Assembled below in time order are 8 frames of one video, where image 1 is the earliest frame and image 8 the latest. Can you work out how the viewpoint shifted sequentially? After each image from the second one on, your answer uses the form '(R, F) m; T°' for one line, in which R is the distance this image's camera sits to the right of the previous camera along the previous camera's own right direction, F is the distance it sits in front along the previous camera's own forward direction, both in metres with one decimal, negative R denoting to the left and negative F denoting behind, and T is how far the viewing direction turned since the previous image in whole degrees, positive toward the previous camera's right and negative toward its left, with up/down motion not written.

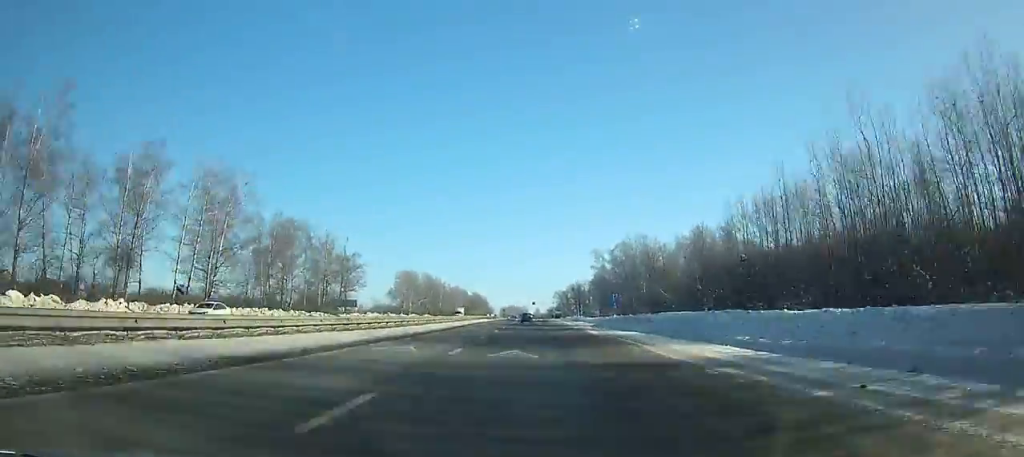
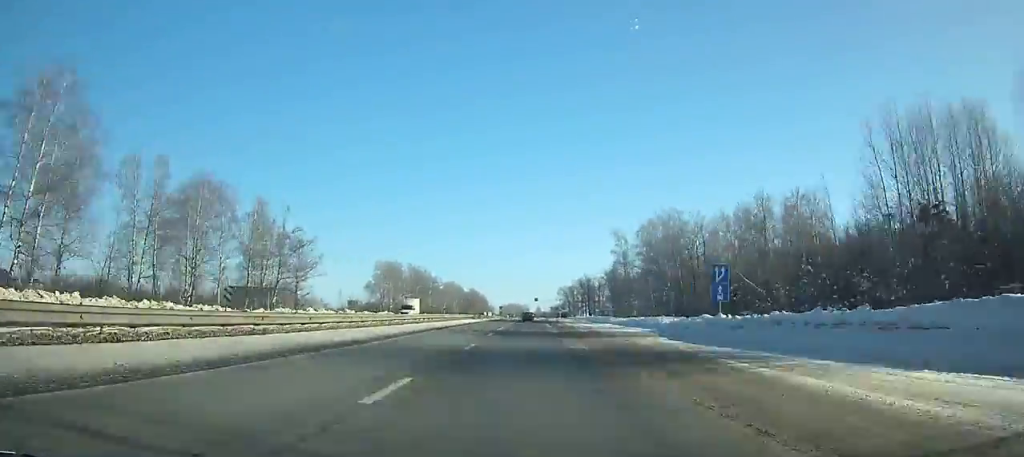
(-0.1, +33.8) m; 0°
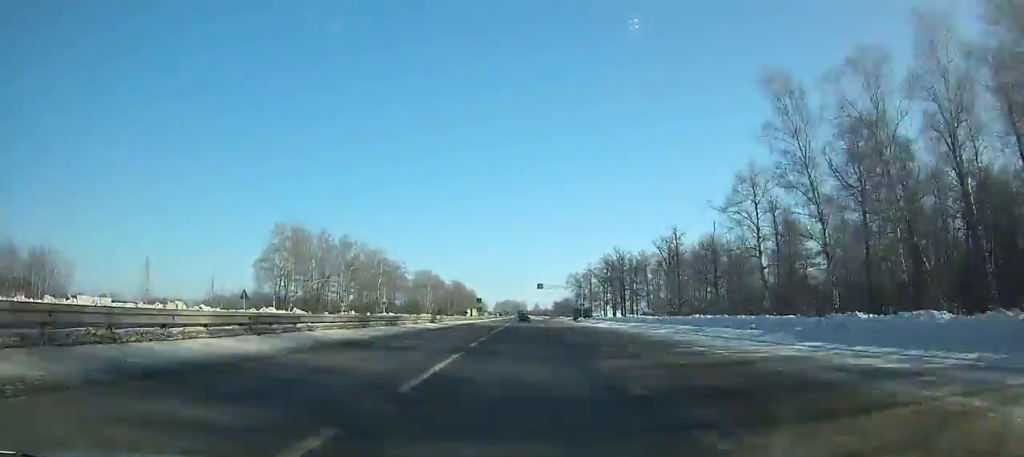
(0.0, +80.8) m; 0°
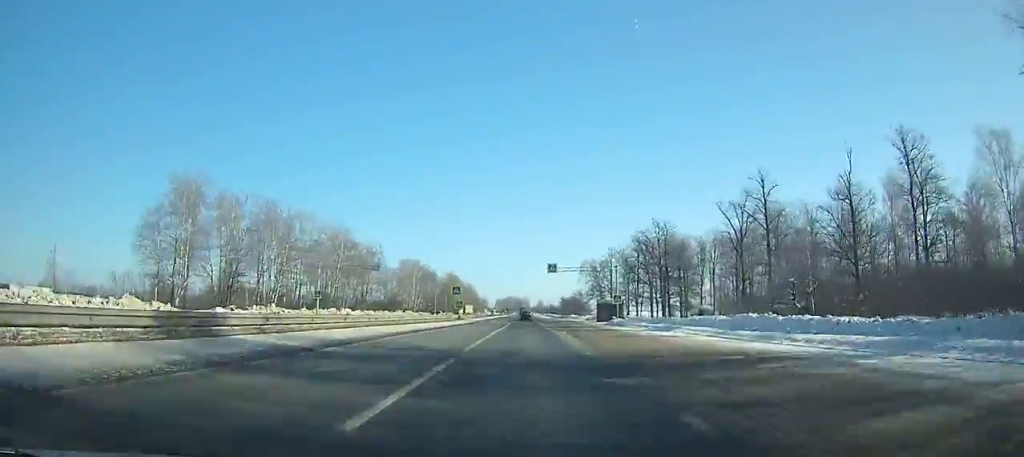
(-0.1, +39.8) m; 0°
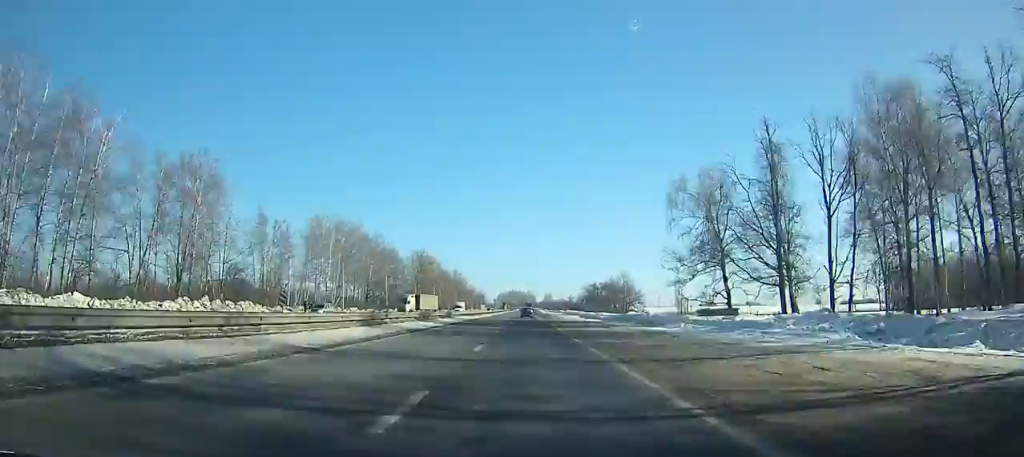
(-0.3, +97.6) m; 0°
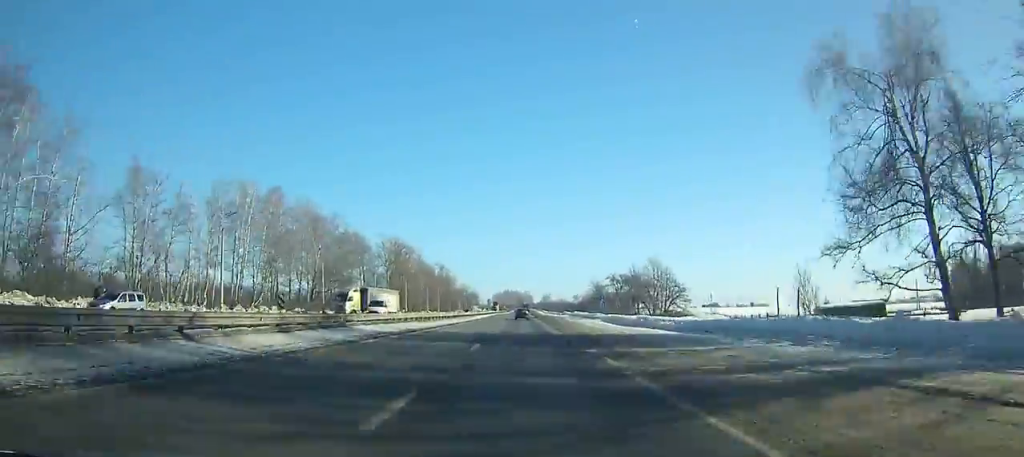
(0.0, +35.1) m; 0°
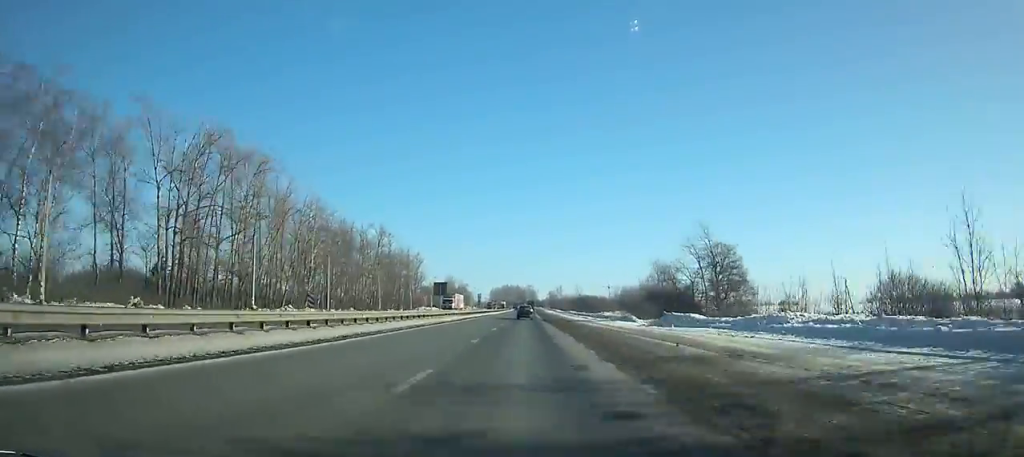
(-1.0, +104.6) m; -1°
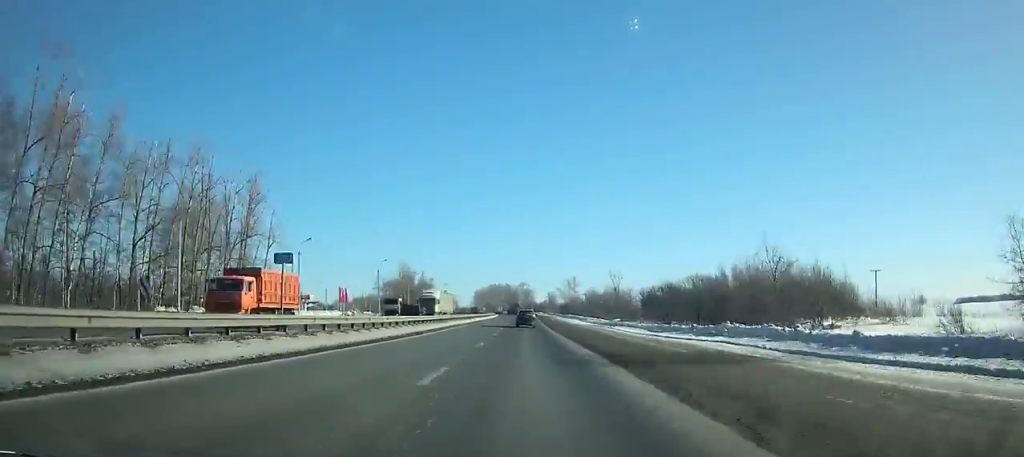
(+0.5, +118.6) m; +1°
